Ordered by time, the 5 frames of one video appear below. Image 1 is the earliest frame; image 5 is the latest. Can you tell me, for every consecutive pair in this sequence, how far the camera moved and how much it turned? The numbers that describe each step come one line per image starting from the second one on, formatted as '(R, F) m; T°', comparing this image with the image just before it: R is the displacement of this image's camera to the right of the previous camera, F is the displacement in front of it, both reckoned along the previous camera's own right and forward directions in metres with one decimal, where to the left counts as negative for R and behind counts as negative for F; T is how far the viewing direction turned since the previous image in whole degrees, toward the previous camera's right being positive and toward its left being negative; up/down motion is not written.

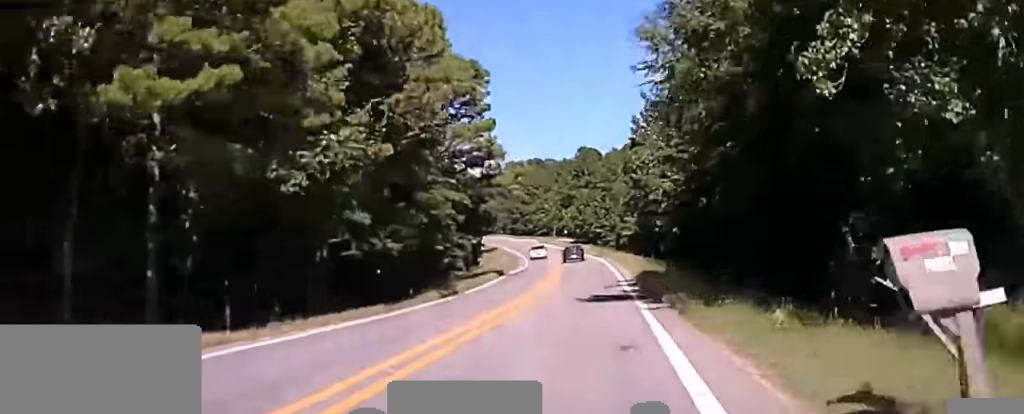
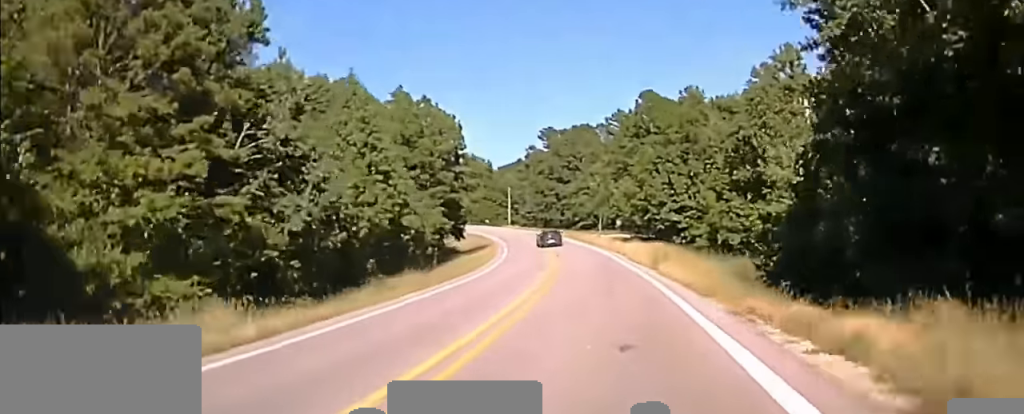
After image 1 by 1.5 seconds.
(-0.1, +76.2) m; -3°
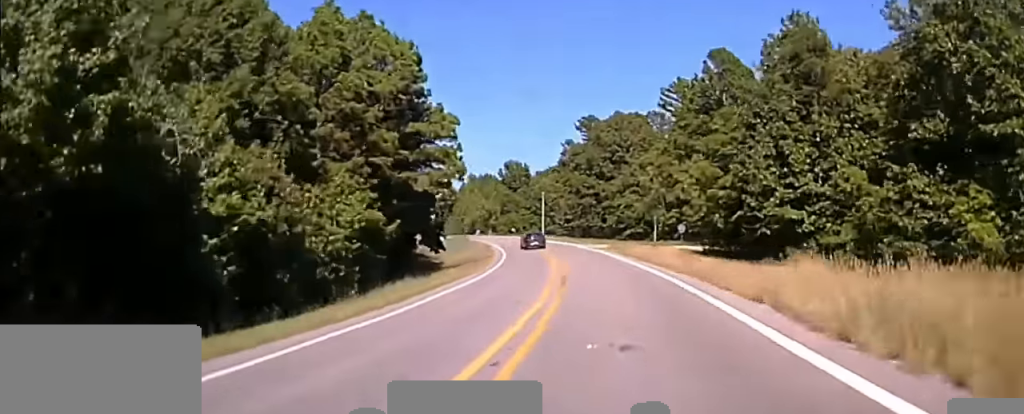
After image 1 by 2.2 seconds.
(-0.7, +30.2) m; -3°
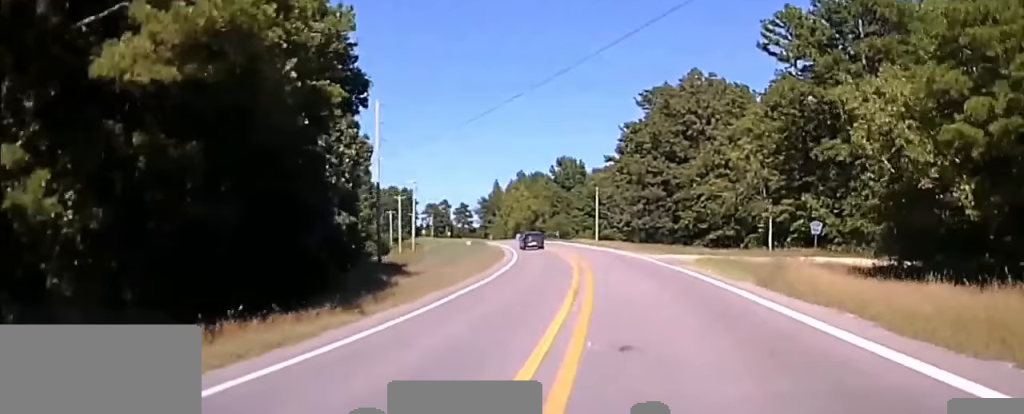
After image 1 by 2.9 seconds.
(-1.1, +27.5) m; -3°
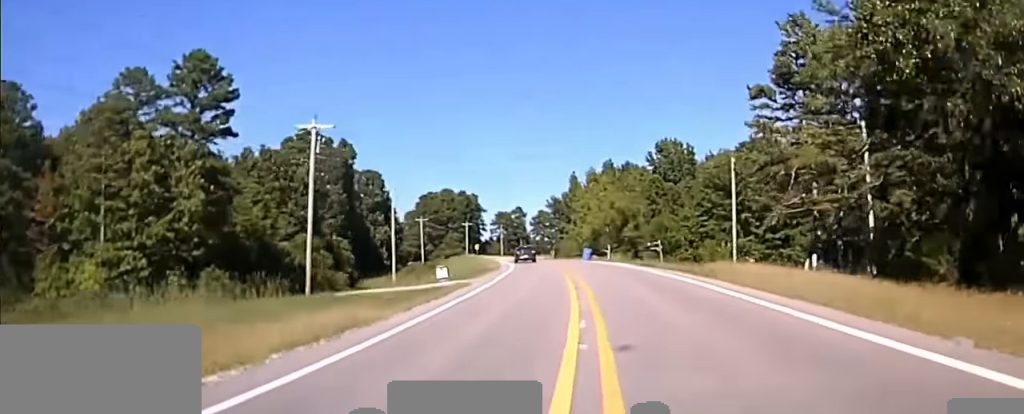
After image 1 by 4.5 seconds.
(-3.5, +59.1) m; -7°
